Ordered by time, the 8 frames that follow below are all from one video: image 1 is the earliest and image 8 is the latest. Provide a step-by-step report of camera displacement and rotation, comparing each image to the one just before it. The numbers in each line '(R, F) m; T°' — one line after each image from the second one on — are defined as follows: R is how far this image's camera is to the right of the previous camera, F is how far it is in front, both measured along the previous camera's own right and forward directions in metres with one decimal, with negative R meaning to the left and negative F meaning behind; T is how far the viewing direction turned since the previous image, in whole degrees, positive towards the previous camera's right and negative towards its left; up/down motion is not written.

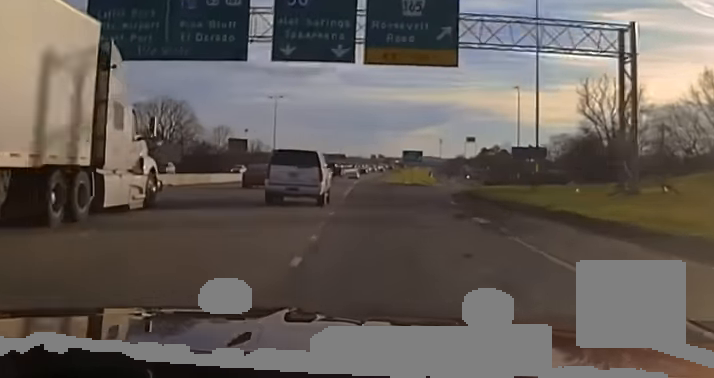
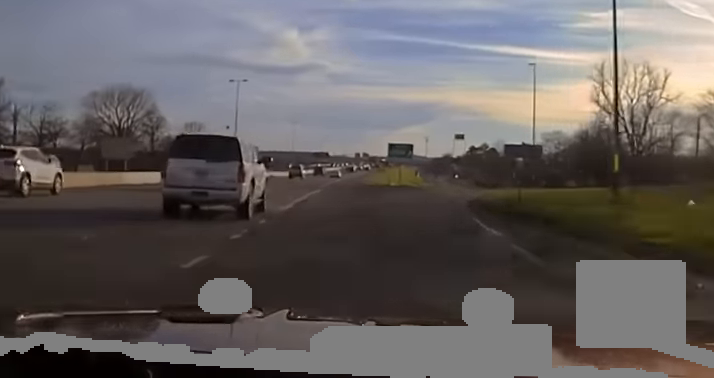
(+0.3, +18.3) m; +2°
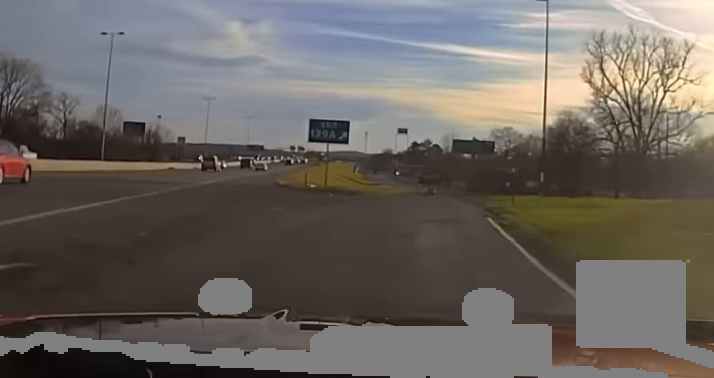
(+0.3, +26.2) m; +3°
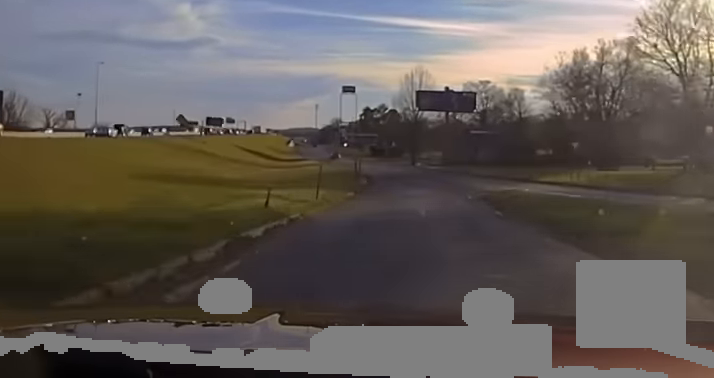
(+4.6, +78.3) m; +4°
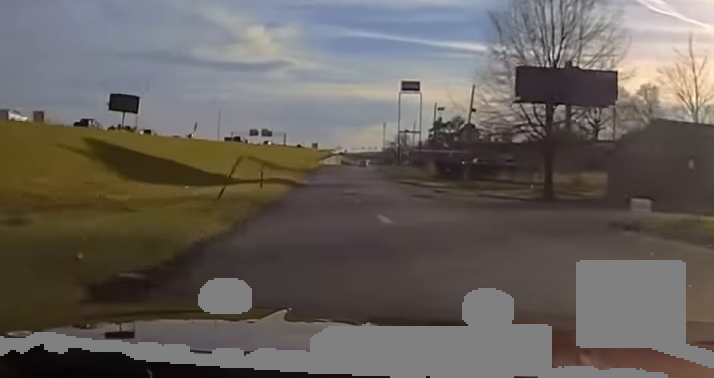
(-3.1, +81.7) m; -4°
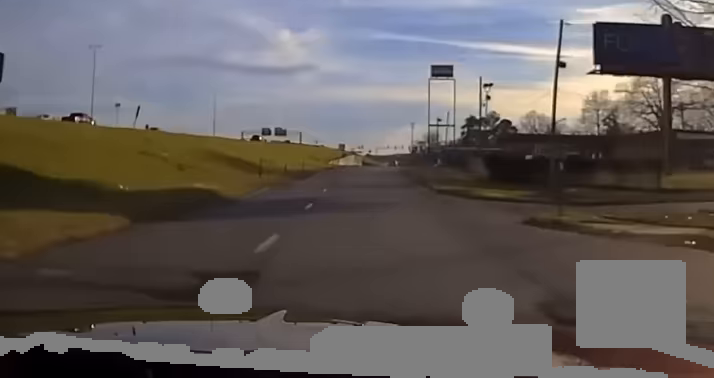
(-0.3, +29.2) m; -2°
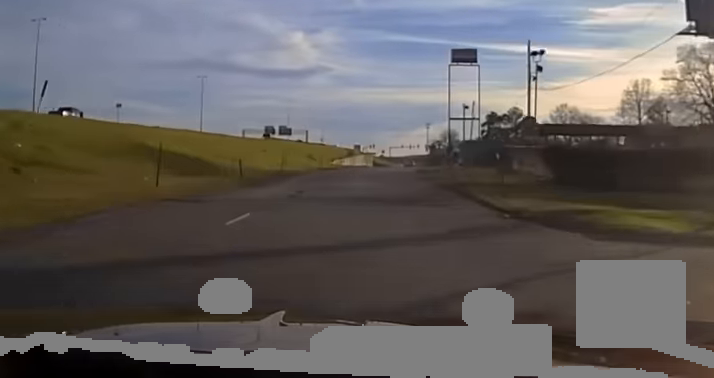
(-0.3, +21.6) m; -1°
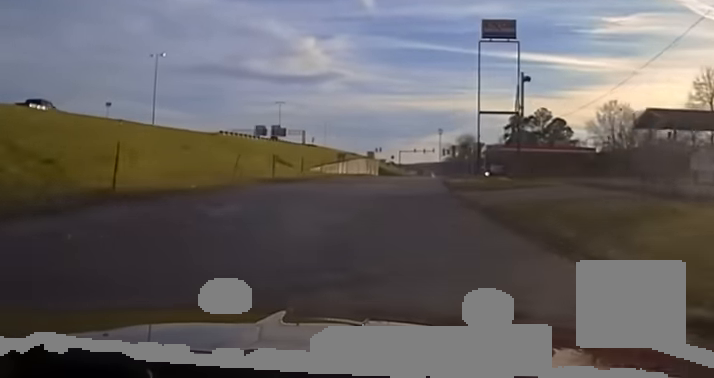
(-0.7, +32.9) m; -1°
